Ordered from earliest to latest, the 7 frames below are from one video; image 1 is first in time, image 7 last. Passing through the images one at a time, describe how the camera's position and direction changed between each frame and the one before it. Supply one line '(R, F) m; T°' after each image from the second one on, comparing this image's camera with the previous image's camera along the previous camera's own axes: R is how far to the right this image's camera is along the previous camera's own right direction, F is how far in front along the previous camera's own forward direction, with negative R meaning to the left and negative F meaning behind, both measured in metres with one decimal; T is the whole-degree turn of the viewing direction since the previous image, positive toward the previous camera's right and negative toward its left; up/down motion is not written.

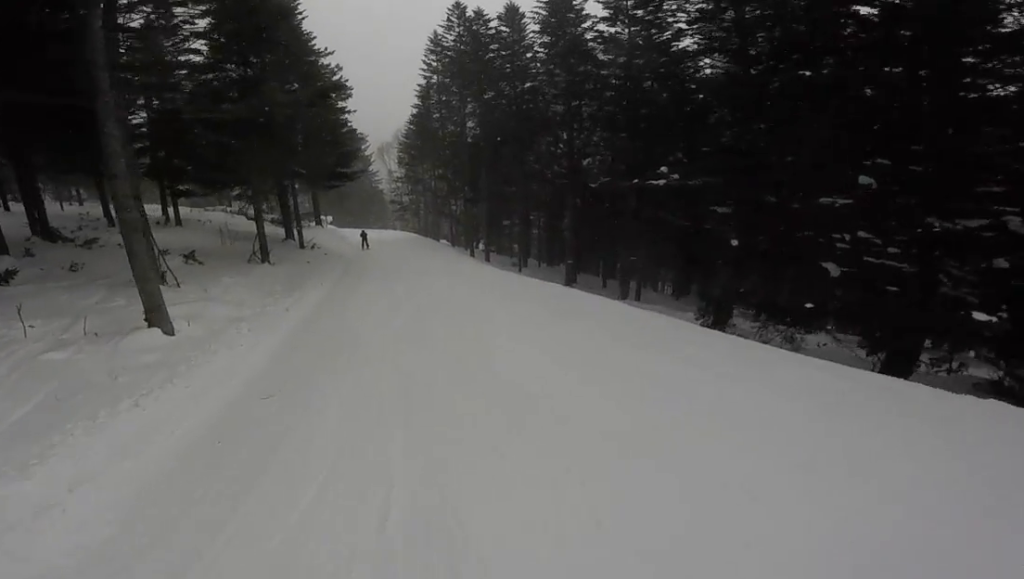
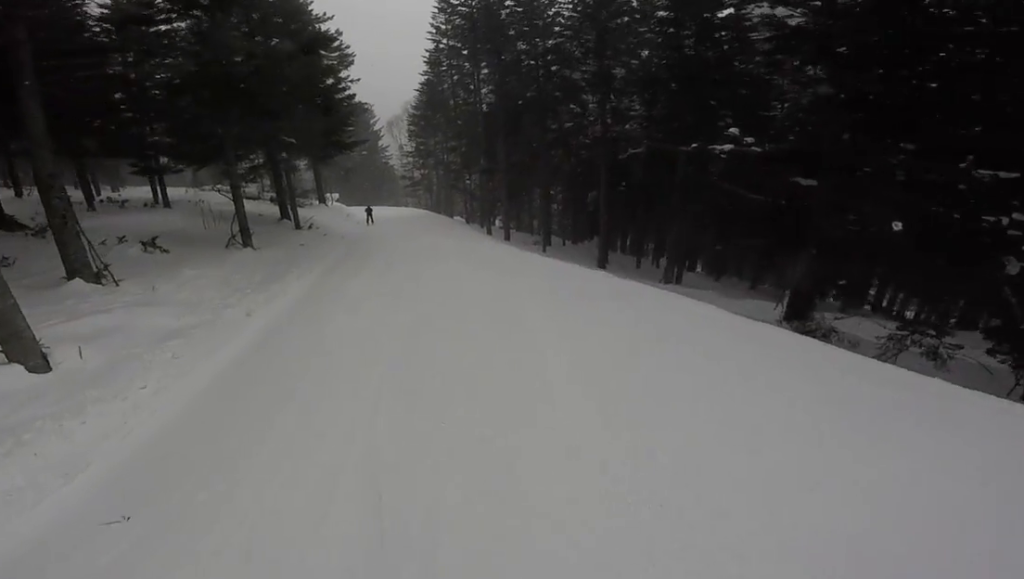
(0.0, +2.4) m; 0°
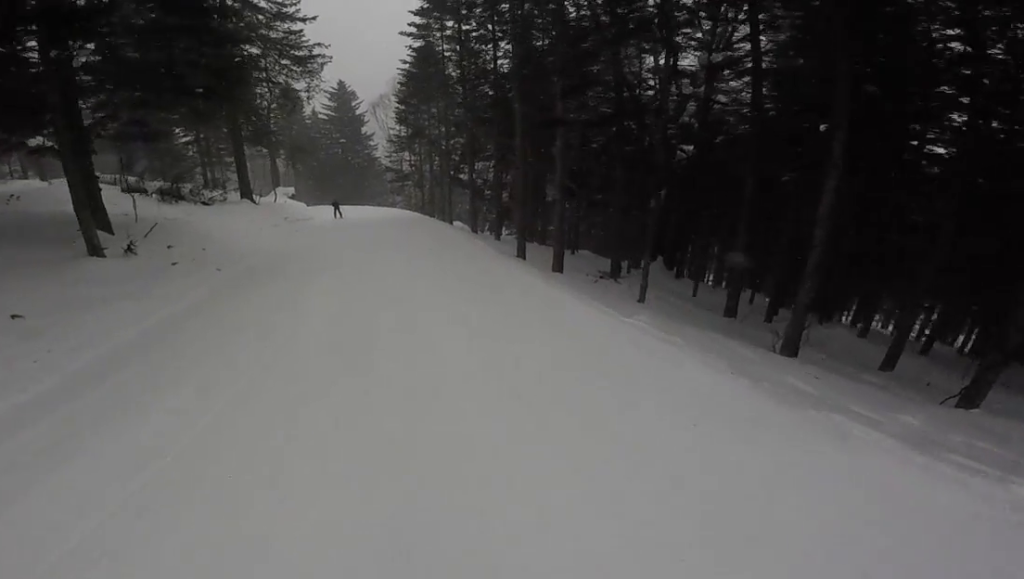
(-2.1, +9.1) m; -15°
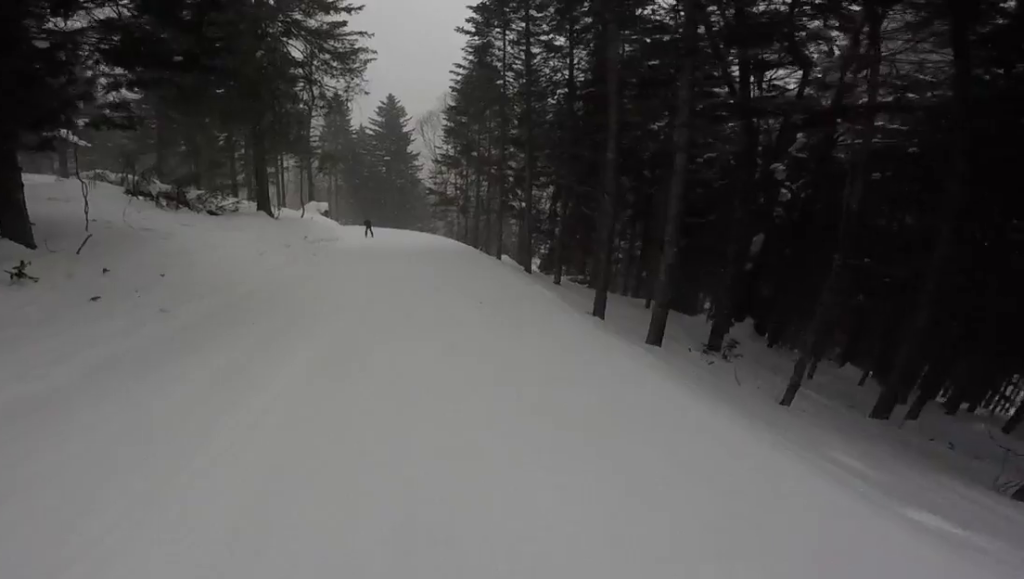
(+0.3, +3.0) m; +6°
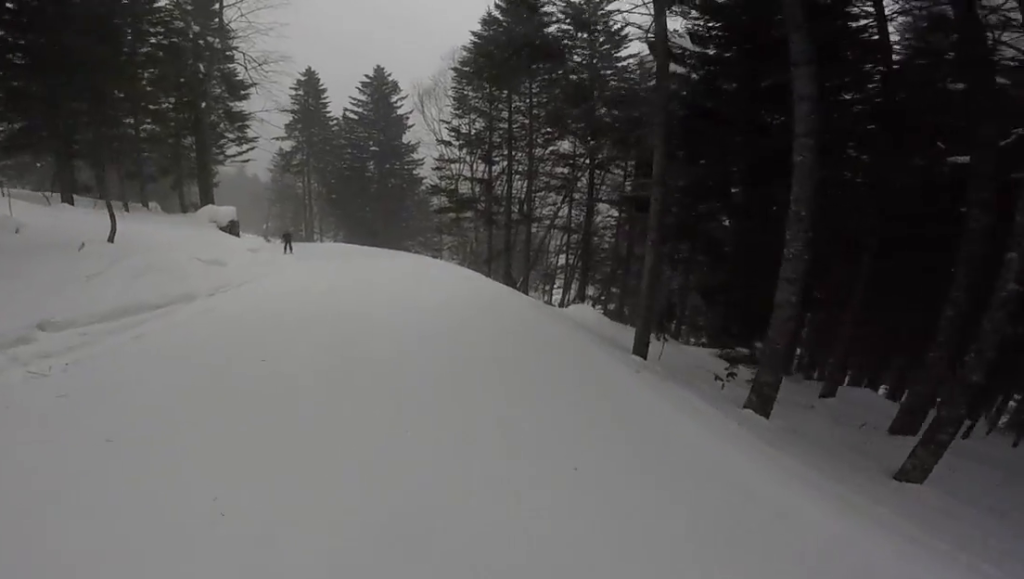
(+1.2, +12.9) m; +3°
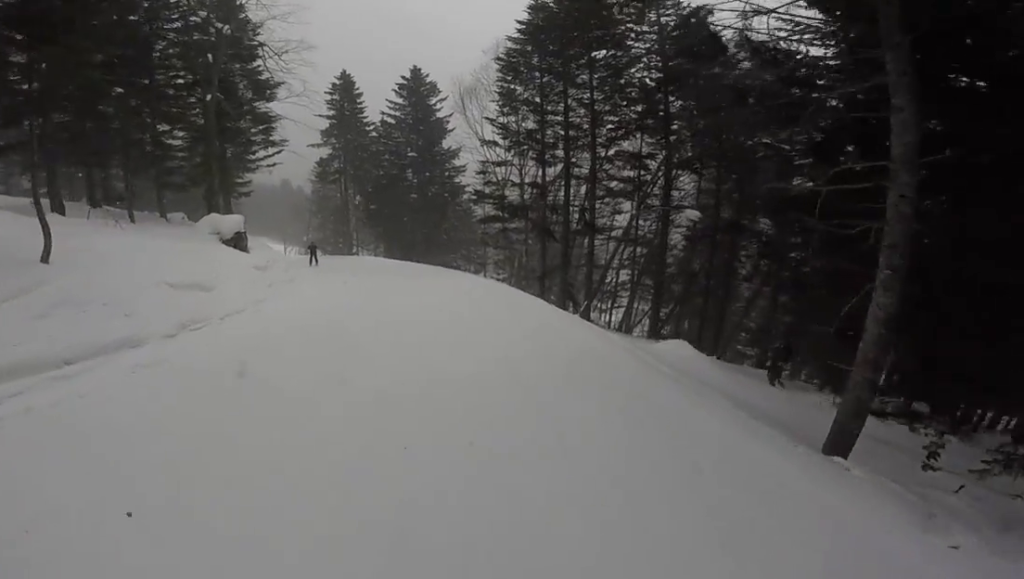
(-0.1, +3.1) m; +1°
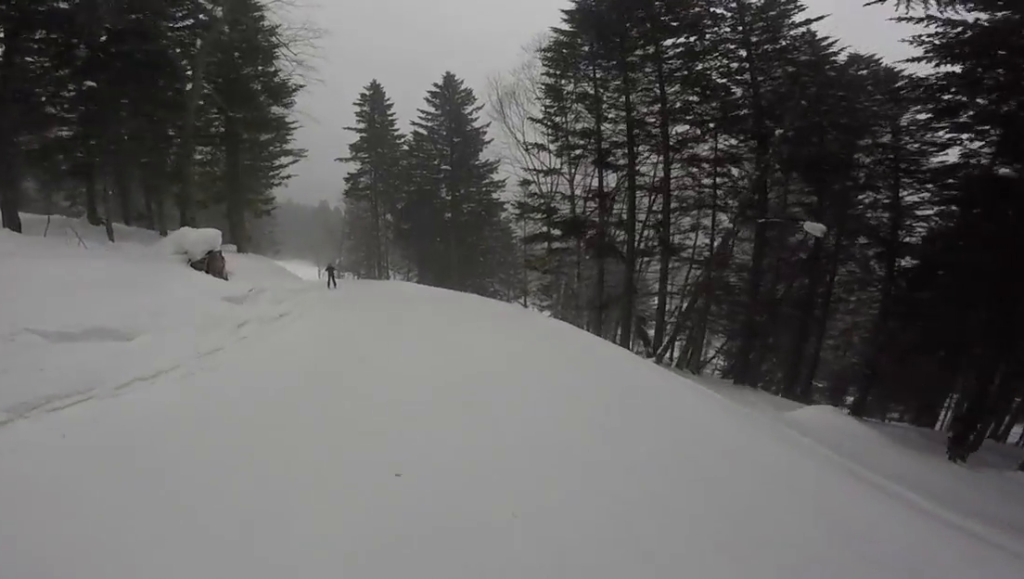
(+0.2, +3.5) m; +3°
